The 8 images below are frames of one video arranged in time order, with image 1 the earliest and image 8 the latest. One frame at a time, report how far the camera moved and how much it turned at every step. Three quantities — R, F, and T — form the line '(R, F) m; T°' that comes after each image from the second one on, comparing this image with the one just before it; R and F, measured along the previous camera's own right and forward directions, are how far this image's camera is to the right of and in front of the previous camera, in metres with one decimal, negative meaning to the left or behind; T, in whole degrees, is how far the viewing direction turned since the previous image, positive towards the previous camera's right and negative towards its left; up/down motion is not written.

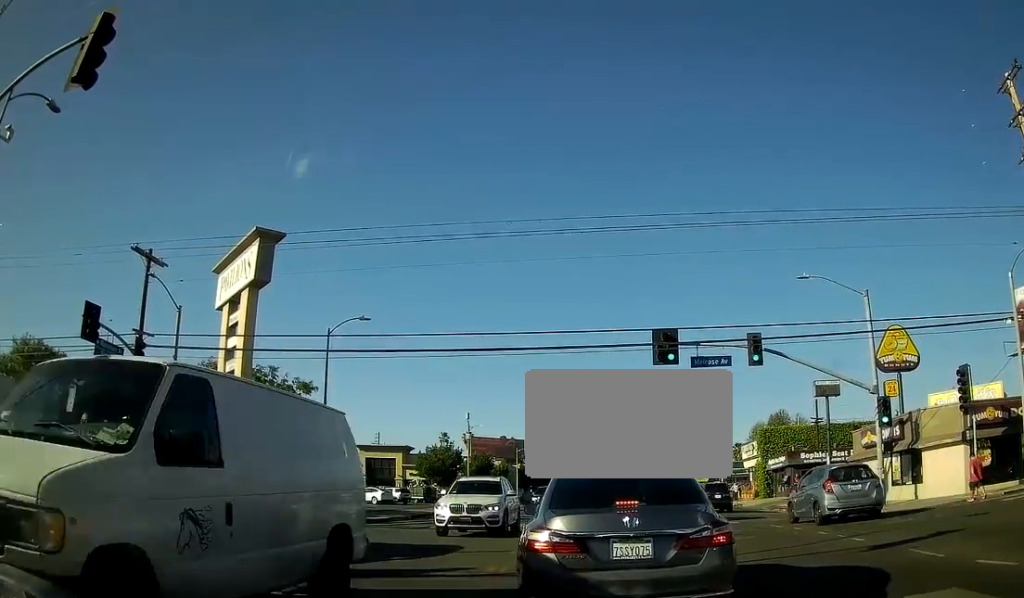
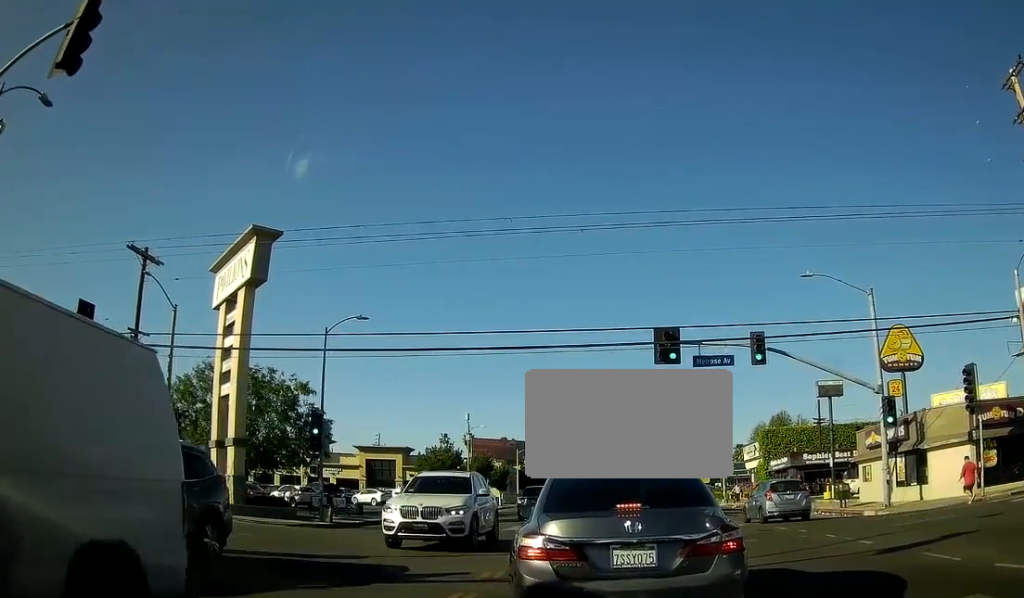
(+0.1, +0.4) m; 0°
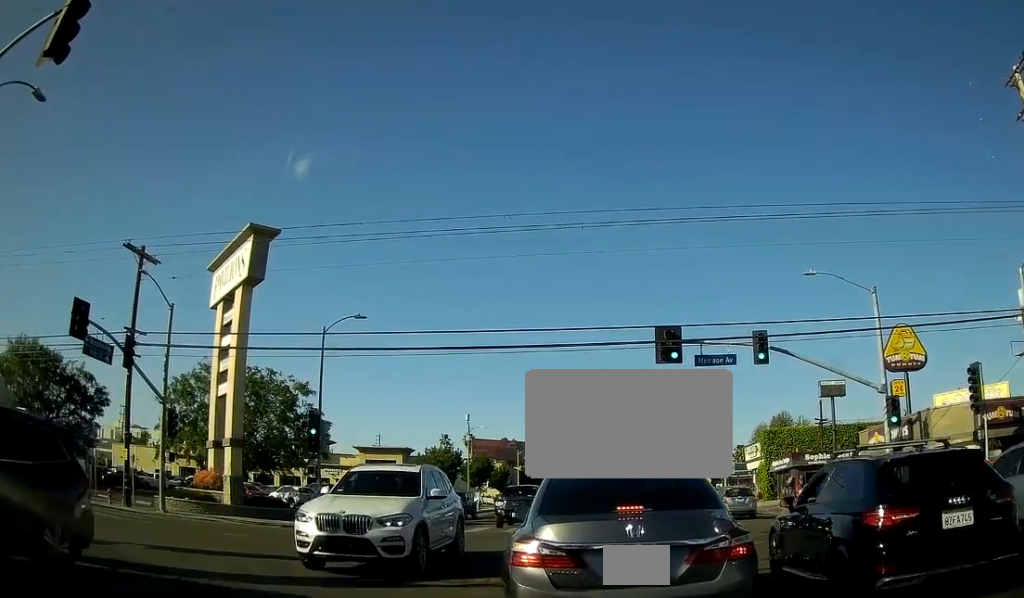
(+0.1, +0.3) m; 0°
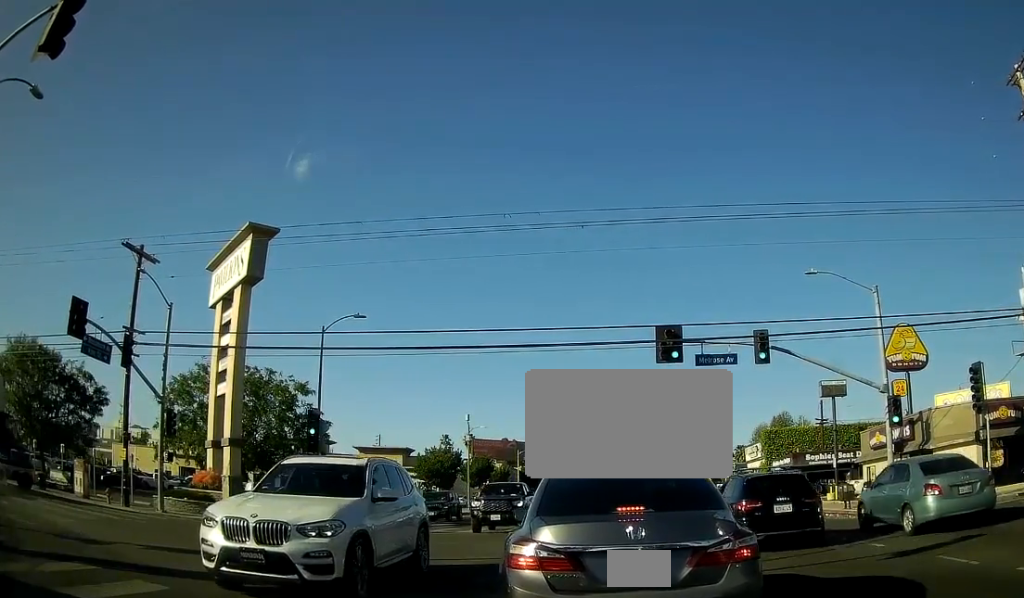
(0.0, +0.2) m; 0°
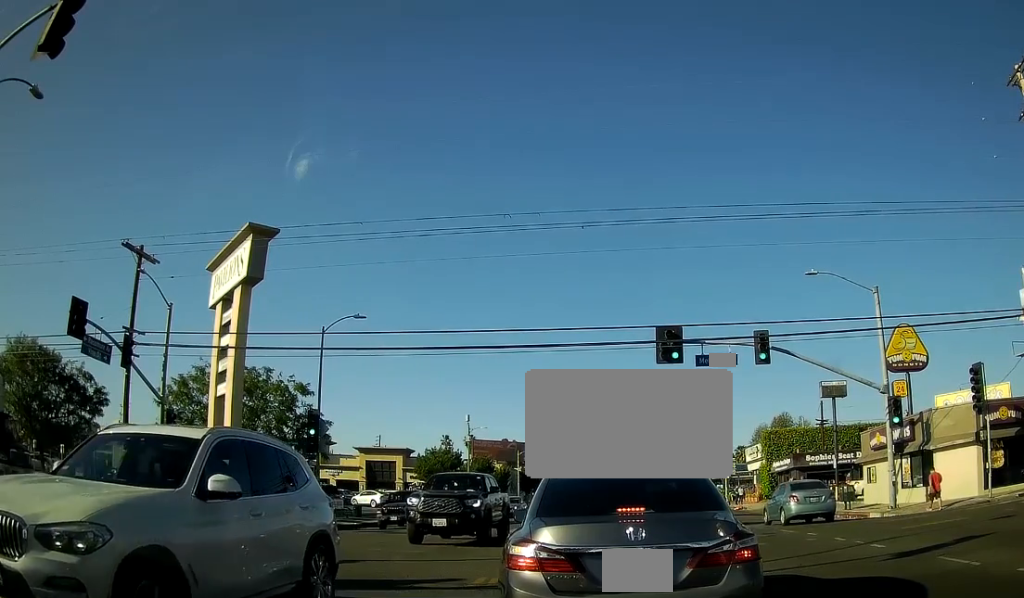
(0.0, +0.2) m; 0°
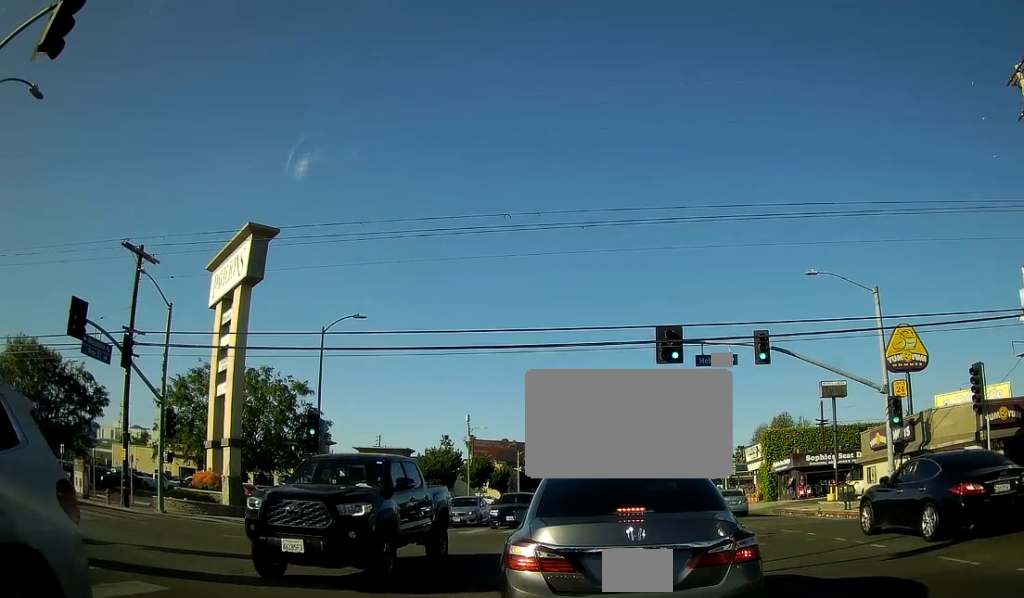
(0.0, 0.0) m; 0°
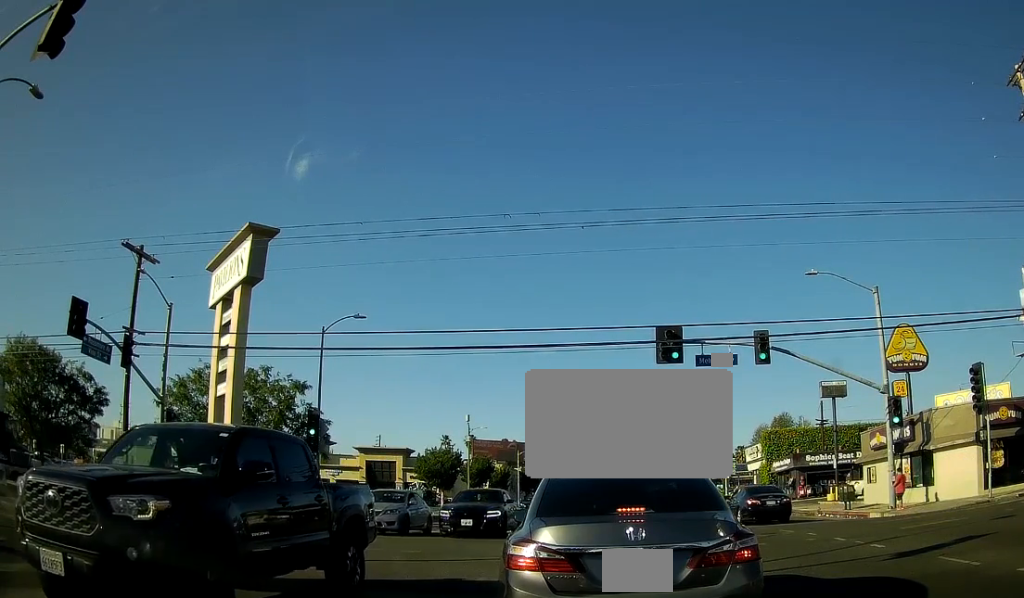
(0.0, 0.0) m; 0°
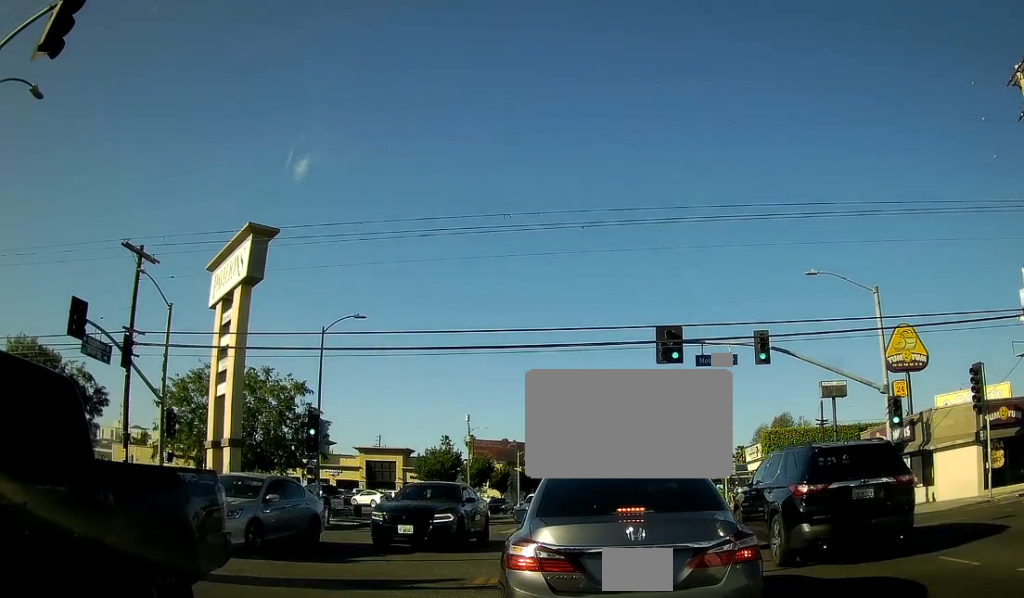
(0.0, 0.0) m; 0°
